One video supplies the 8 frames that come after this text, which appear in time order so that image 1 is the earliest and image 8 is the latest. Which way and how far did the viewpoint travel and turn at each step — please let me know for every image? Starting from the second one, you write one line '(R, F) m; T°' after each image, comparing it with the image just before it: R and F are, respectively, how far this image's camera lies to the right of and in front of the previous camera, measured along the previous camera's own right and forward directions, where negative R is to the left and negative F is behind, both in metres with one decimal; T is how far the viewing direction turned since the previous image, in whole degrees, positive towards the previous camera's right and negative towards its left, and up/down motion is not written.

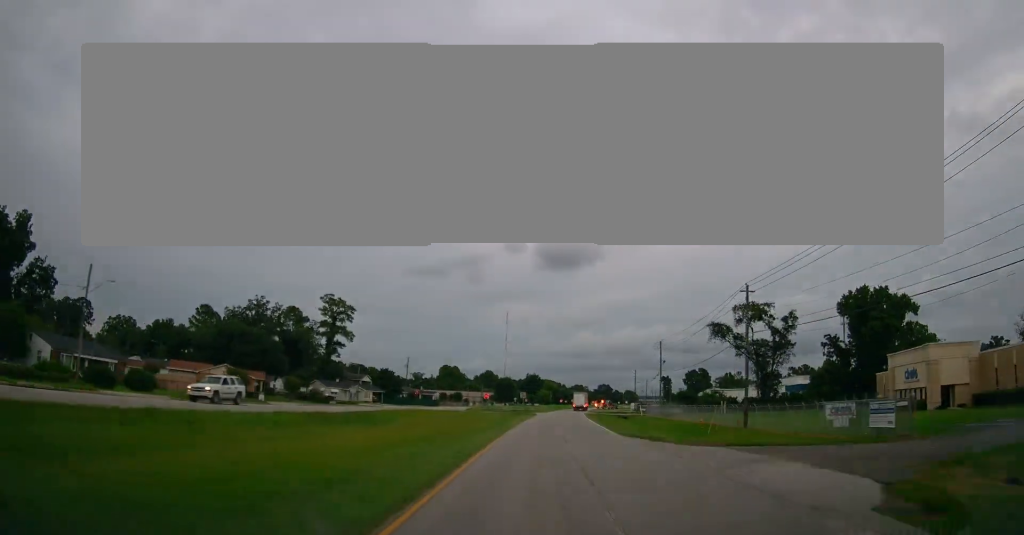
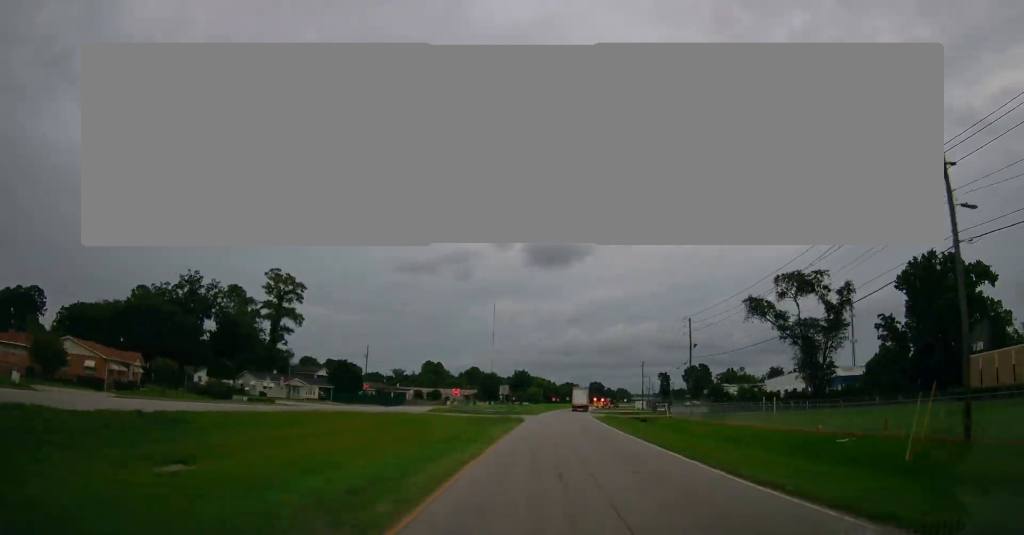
(+0.2, +26.2) m; 0°
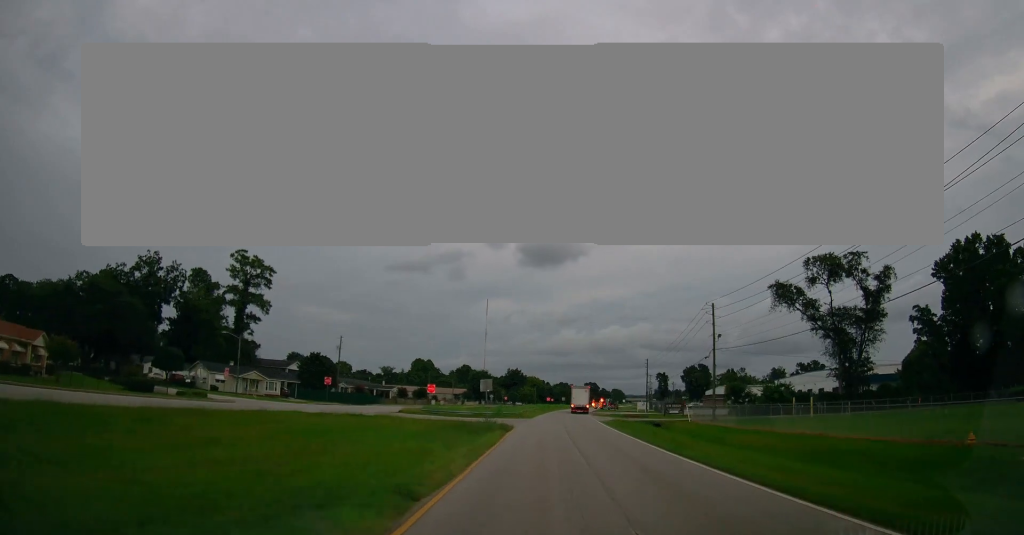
(0.0, +13.3) m; 0°
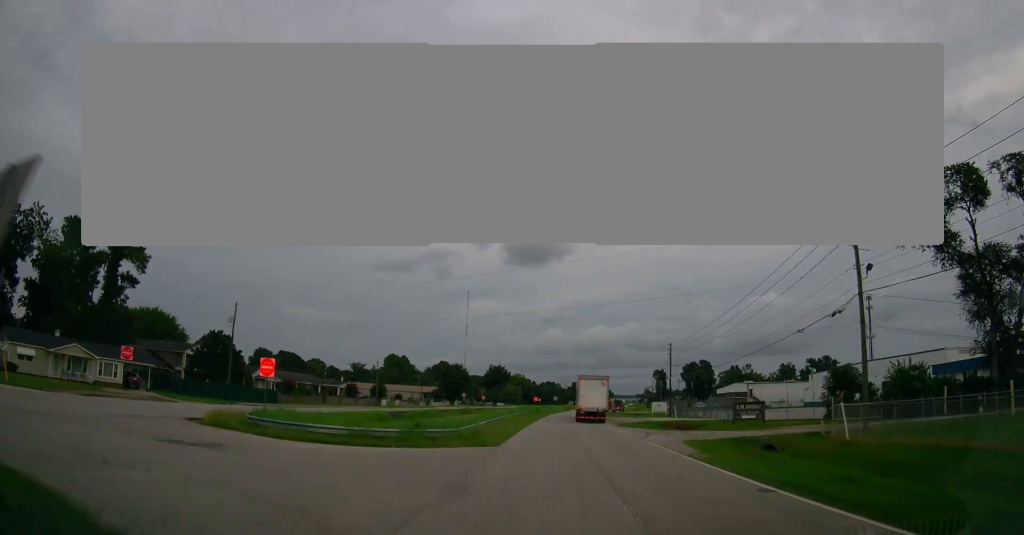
(+0.2, +33.9) m; +1°
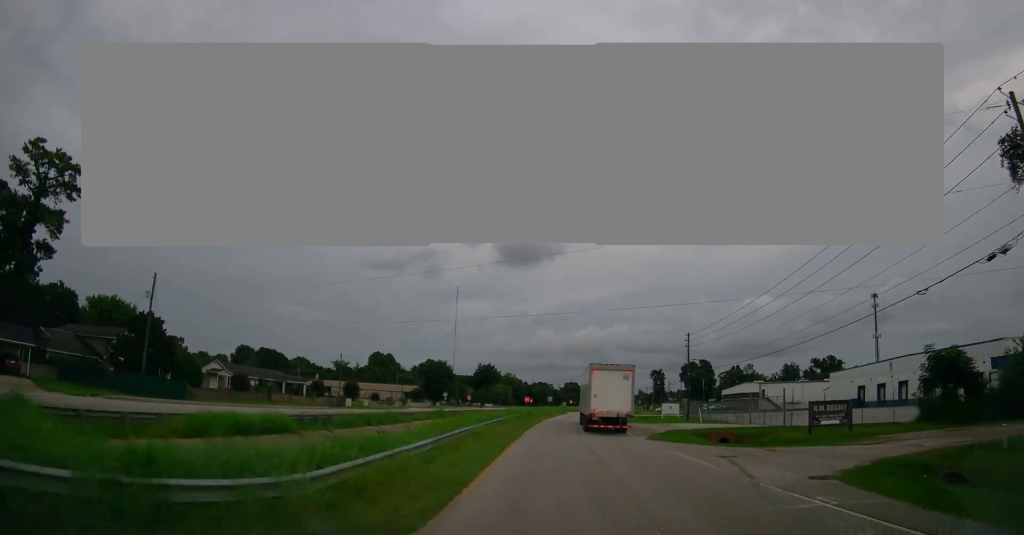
(+0.1, +16.0) m; +1°
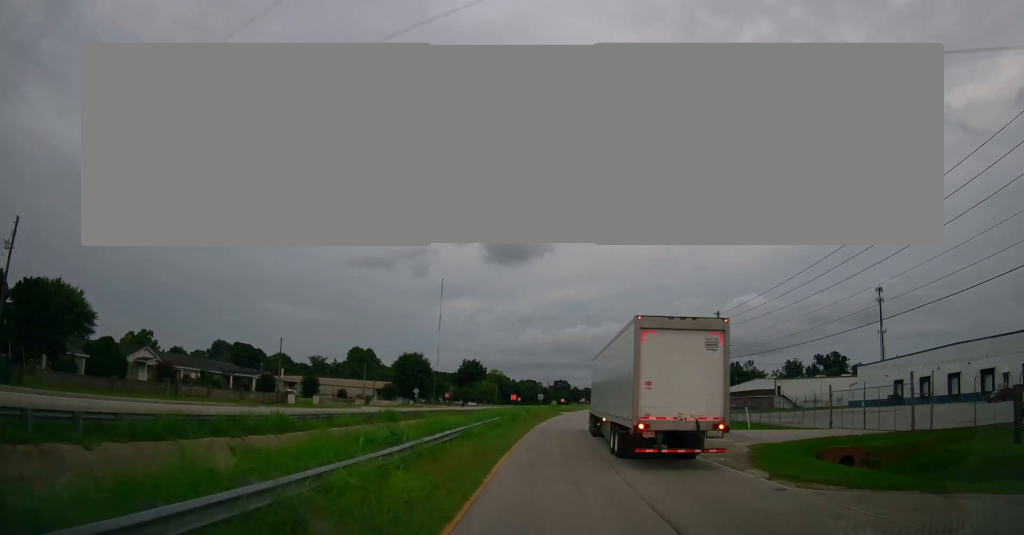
(+0.1, +17.8) m; +1°
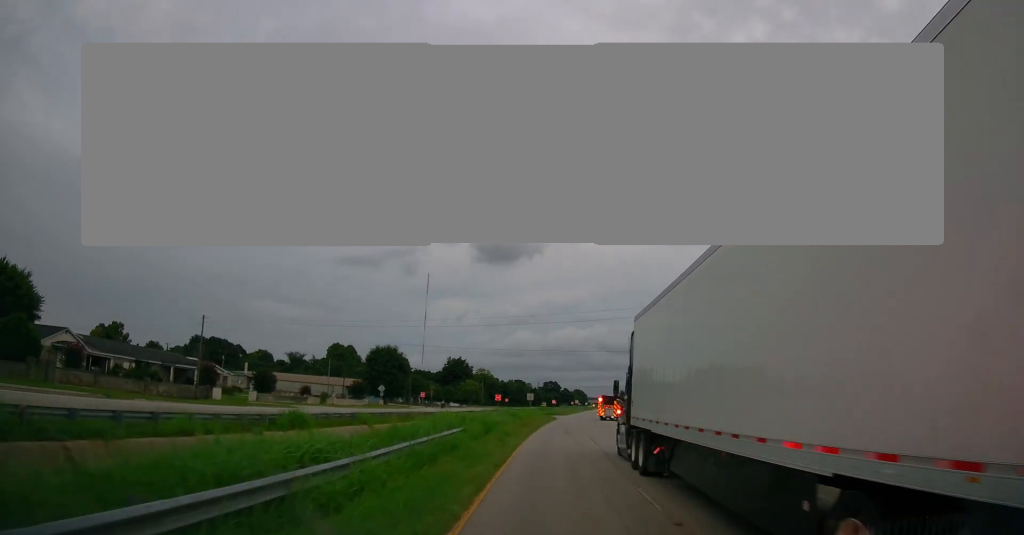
(+0.2, +15.6) m; +2°
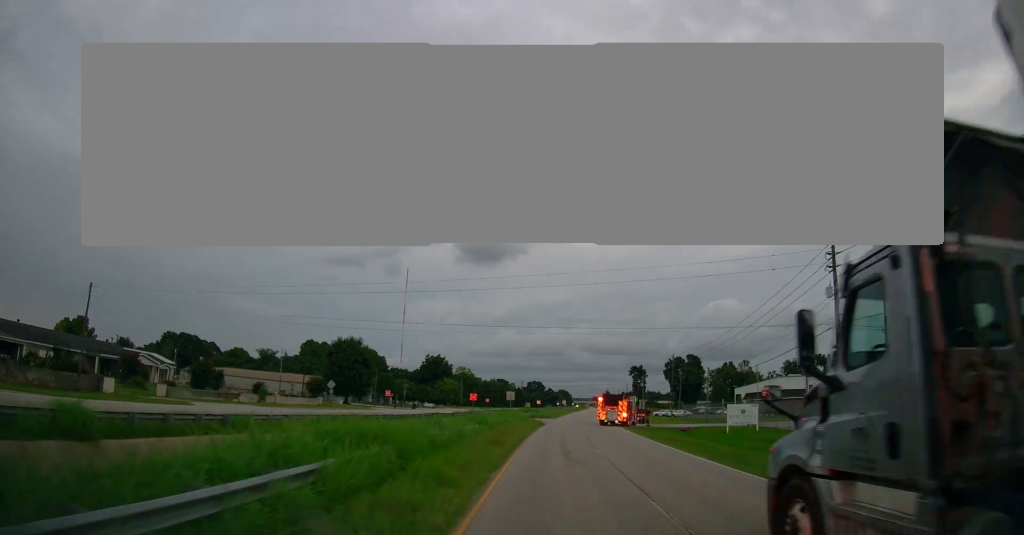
(+0.4, +14.0) m; +2°
